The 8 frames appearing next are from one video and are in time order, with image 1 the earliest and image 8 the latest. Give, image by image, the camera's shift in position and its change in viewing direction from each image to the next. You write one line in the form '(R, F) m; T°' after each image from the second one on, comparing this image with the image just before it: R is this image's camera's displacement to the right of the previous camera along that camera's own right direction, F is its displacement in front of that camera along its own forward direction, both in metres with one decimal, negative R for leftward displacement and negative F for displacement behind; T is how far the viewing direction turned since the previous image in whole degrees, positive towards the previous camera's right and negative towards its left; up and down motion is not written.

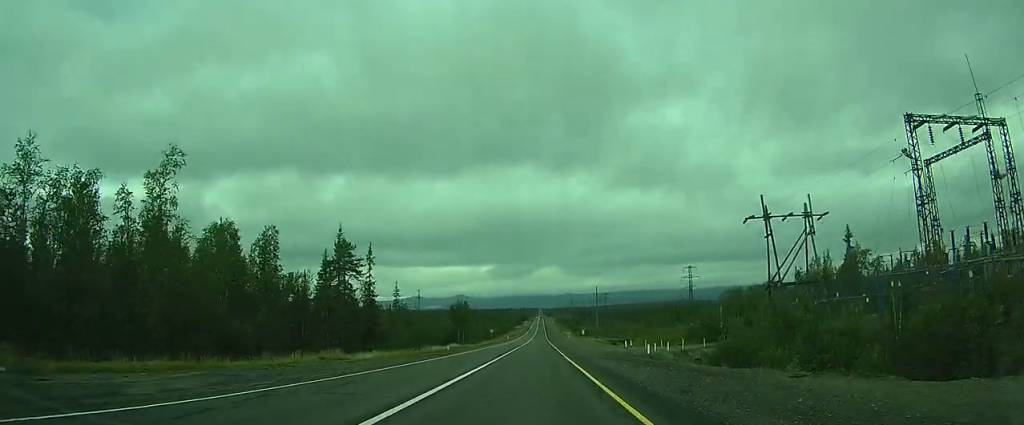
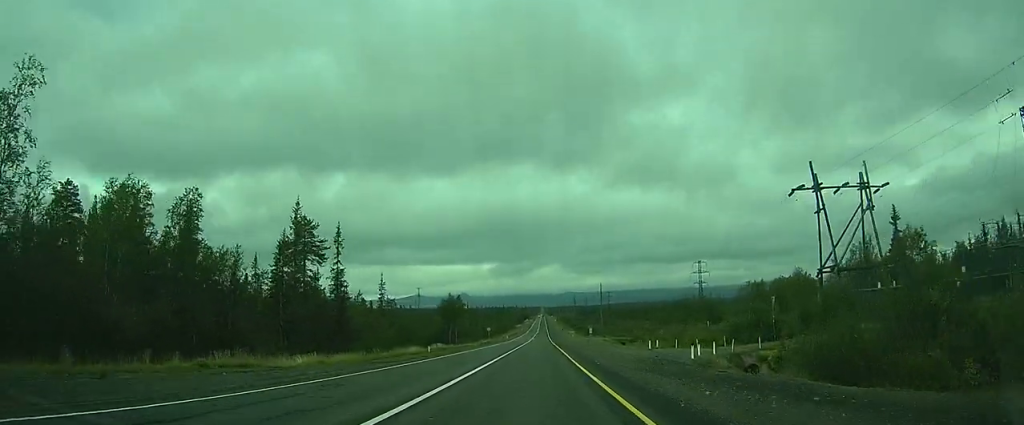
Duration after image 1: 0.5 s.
(0.0, +10.9) m; 0°
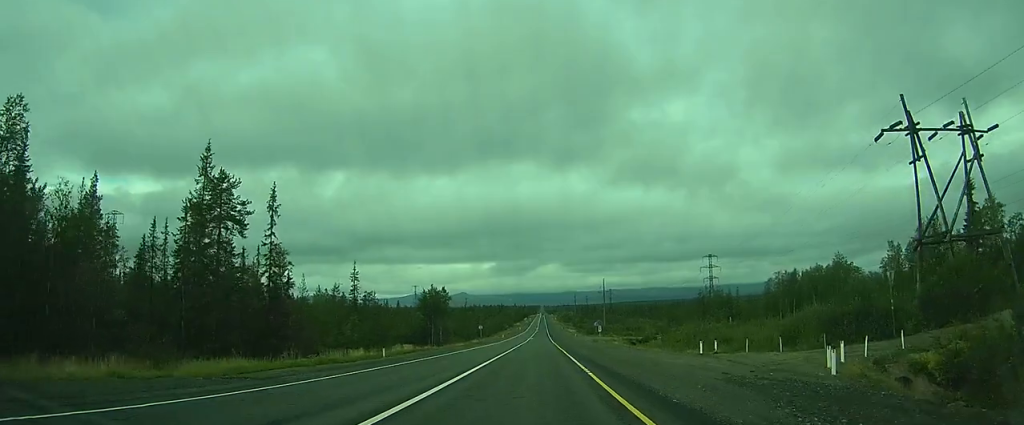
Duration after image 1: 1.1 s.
(0.0, +13.8) m; 0°
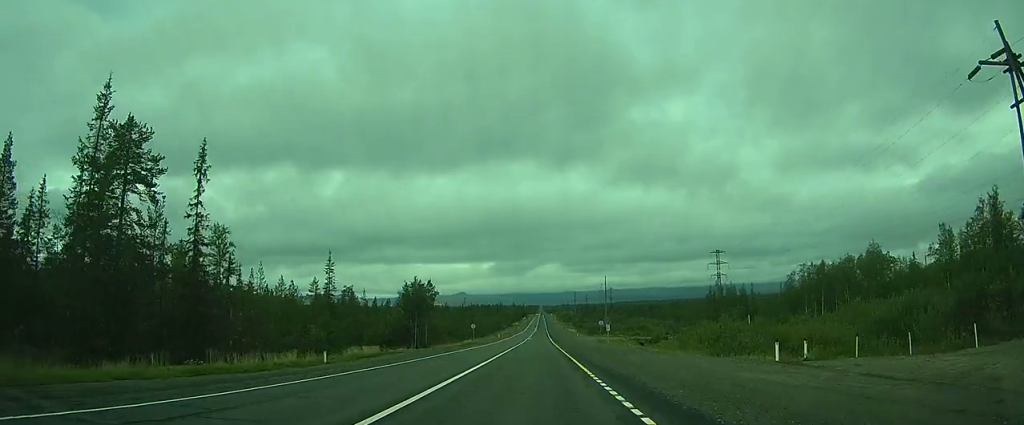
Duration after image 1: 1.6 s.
(0.0, +9.4) m; 0°
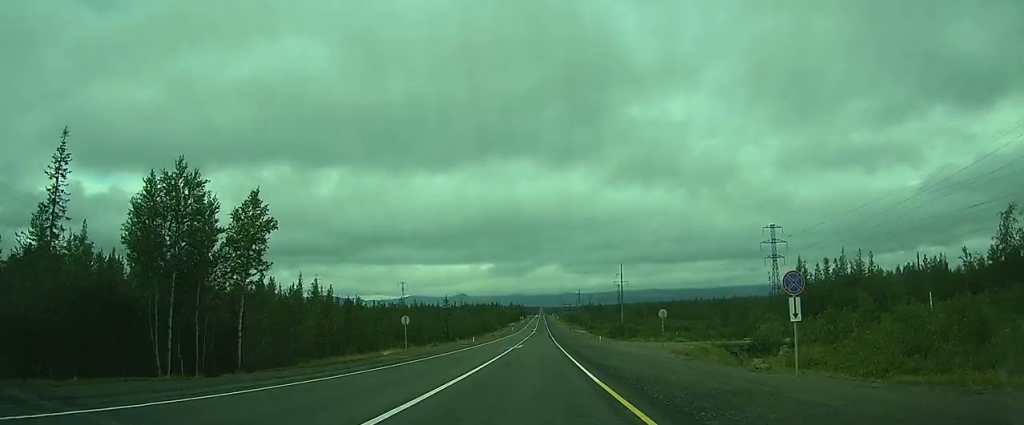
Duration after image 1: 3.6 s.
(0.0, +44.5) m; 0°
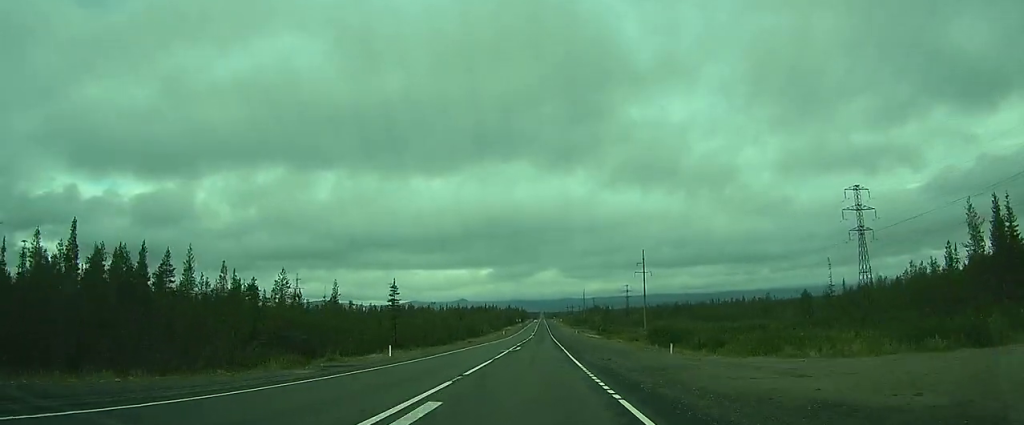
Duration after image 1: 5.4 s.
(+0.4, +40.2) m; +1°
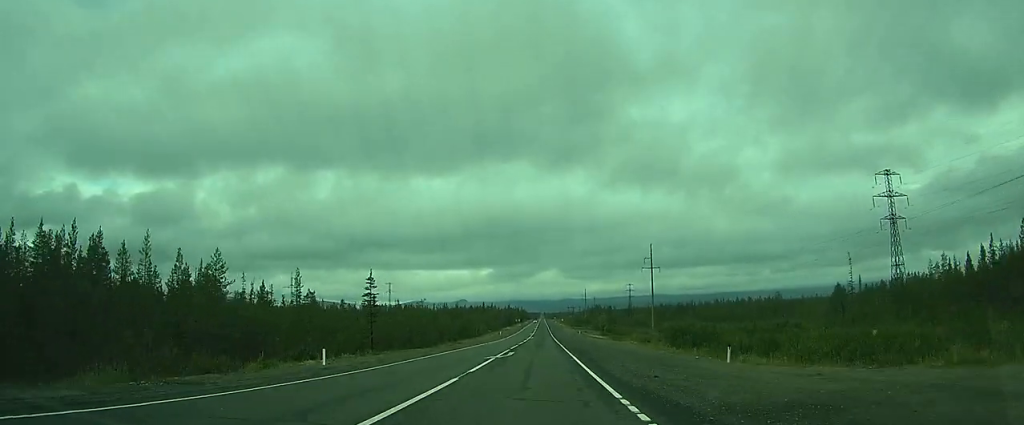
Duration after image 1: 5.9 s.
(0.0, +10.3) m; 0°
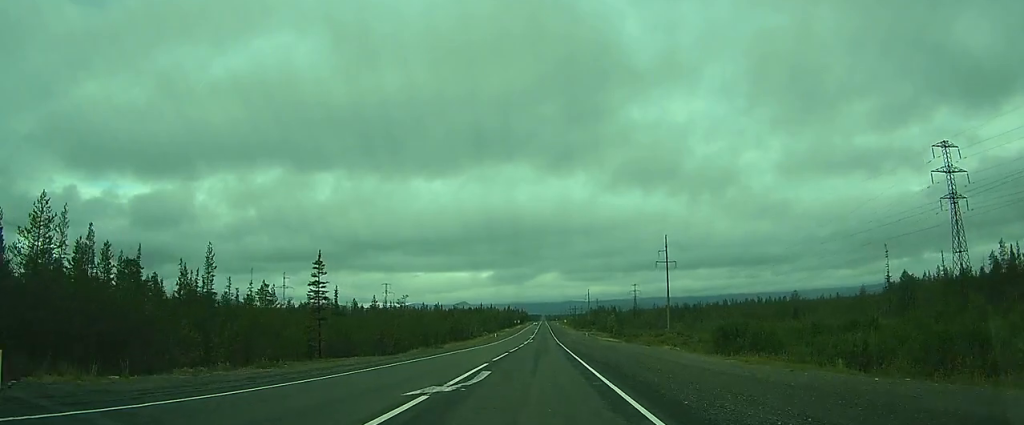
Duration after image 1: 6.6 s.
(0.0, +15.5) m; 0°
